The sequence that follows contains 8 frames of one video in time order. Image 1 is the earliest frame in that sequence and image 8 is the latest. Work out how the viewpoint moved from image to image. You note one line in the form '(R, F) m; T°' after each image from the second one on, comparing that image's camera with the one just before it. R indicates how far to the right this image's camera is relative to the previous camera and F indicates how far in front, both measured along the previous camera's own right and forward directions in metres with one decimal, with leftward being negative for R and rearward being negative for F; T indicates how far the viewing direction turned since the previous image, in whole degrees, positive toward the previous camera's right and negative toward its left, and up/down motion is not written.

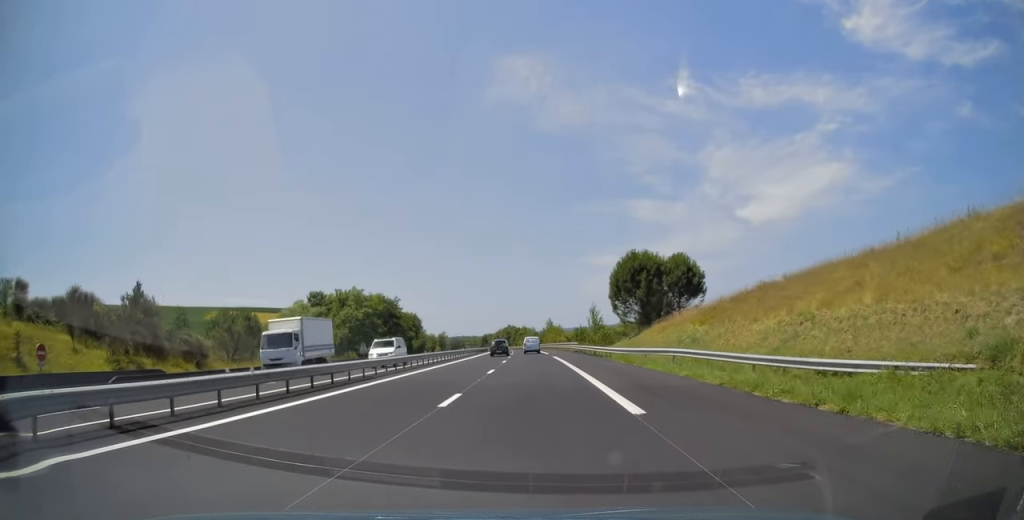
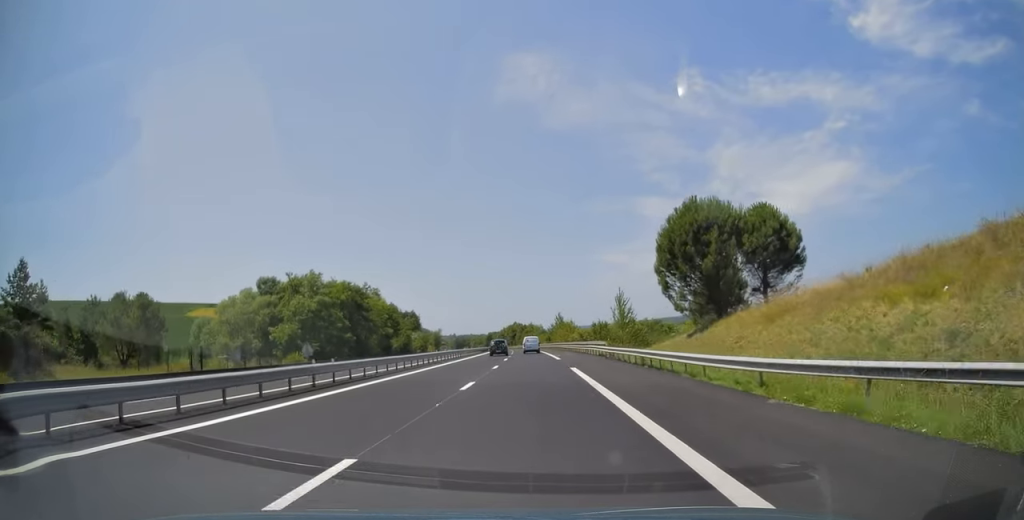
(-0.1, +21.6) m; -1°
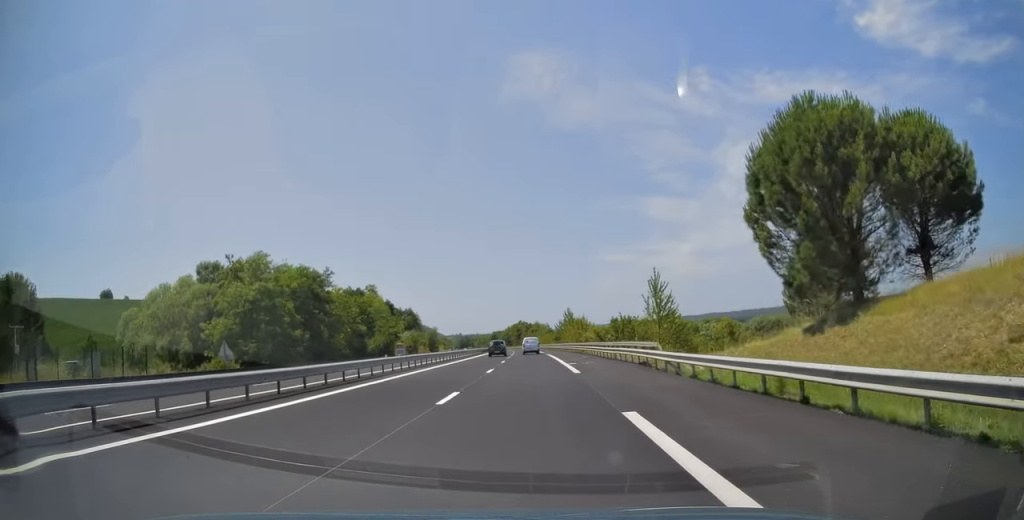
(0.0, +16.8) m; -1°
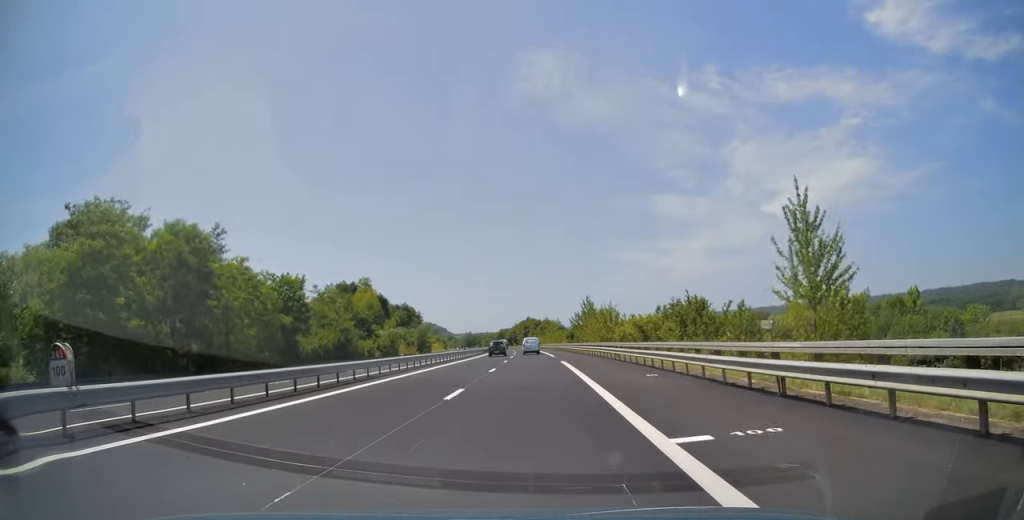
(-0.3, +24.9) m; -1°
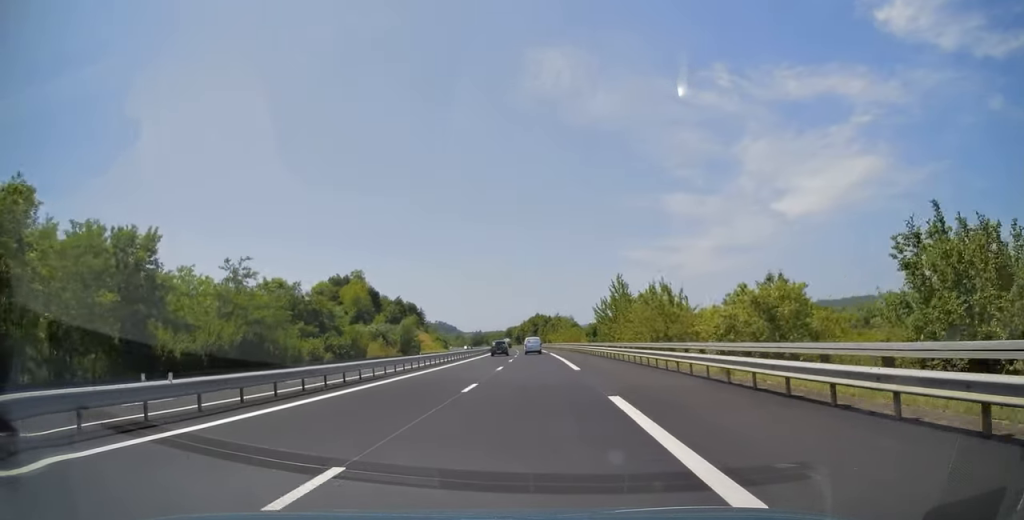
(-0.3, +23.8) m; -1°
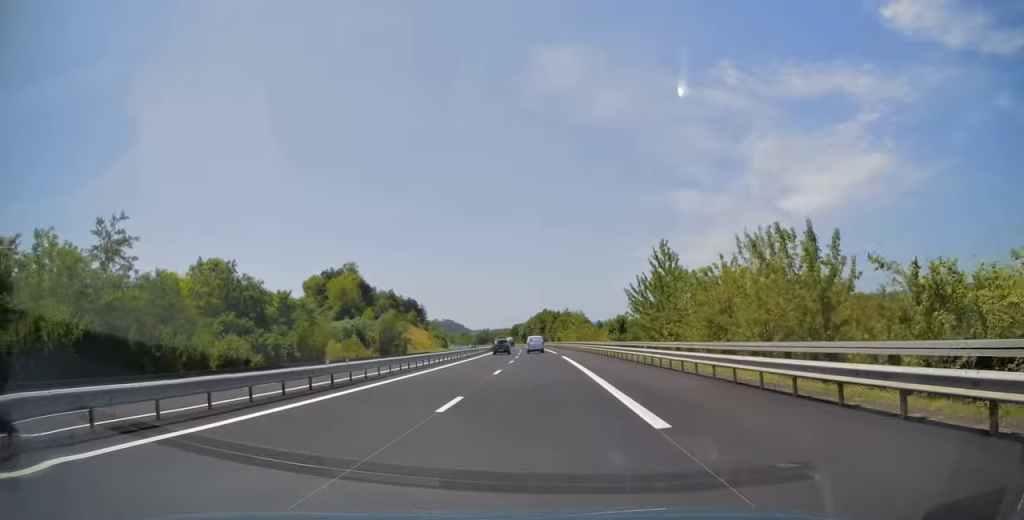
(-0.1, +17.9) m; -1°
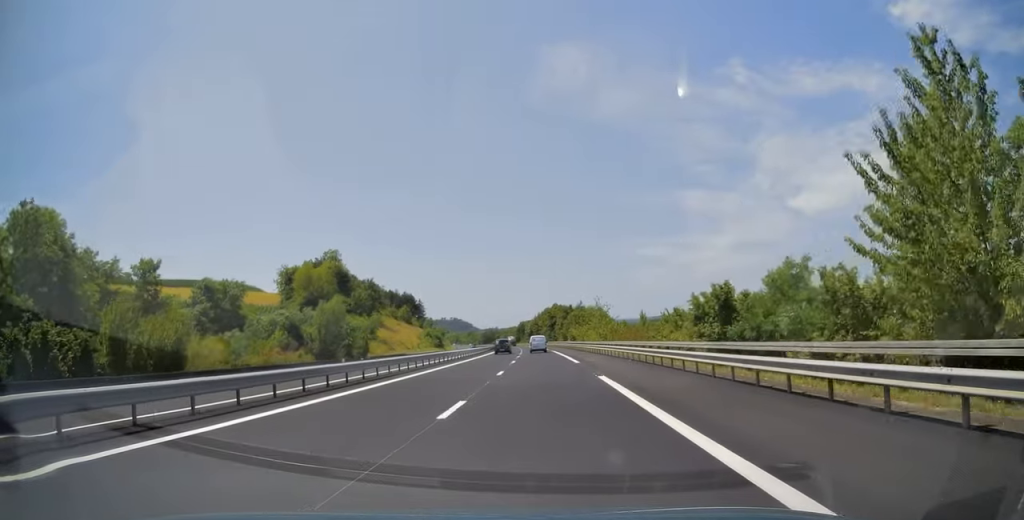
(0.0, +27.1) m; -2°
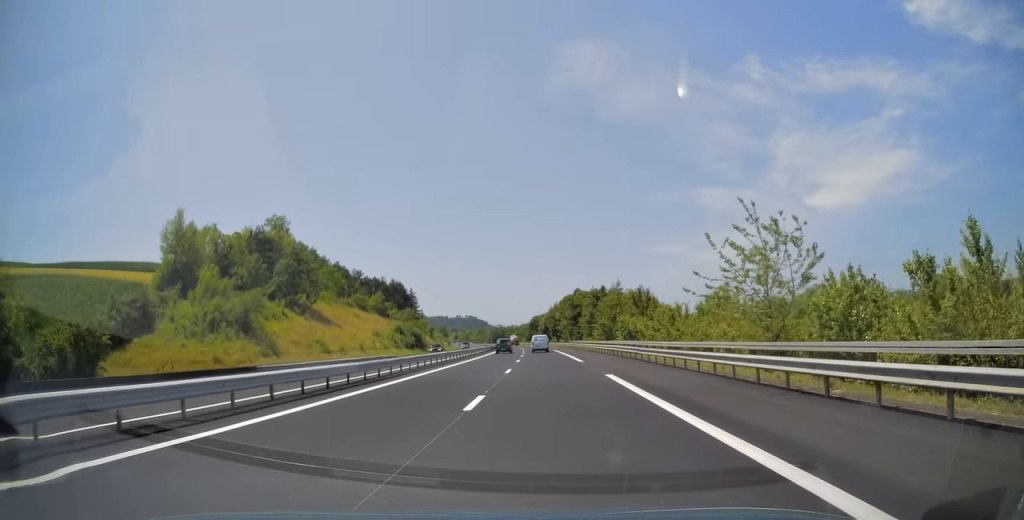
(-0.9, +51.0) m; -1°
